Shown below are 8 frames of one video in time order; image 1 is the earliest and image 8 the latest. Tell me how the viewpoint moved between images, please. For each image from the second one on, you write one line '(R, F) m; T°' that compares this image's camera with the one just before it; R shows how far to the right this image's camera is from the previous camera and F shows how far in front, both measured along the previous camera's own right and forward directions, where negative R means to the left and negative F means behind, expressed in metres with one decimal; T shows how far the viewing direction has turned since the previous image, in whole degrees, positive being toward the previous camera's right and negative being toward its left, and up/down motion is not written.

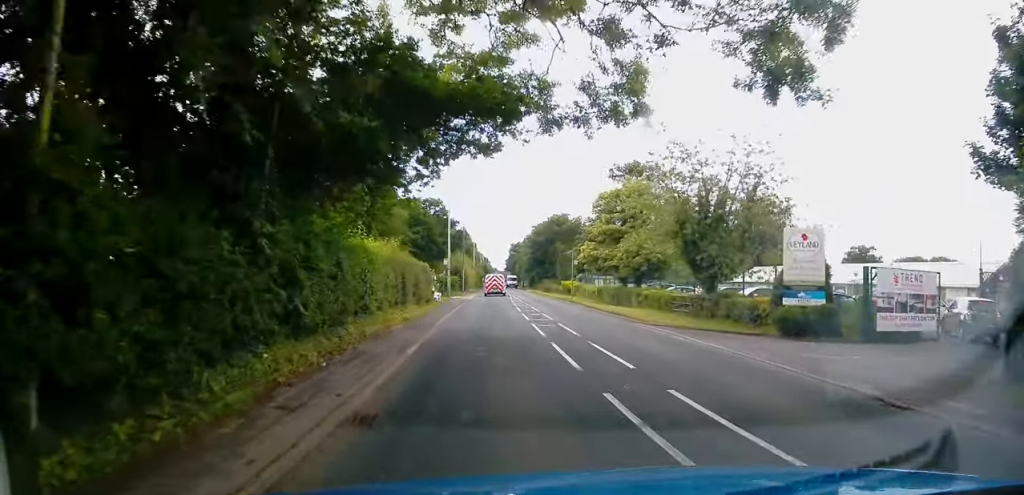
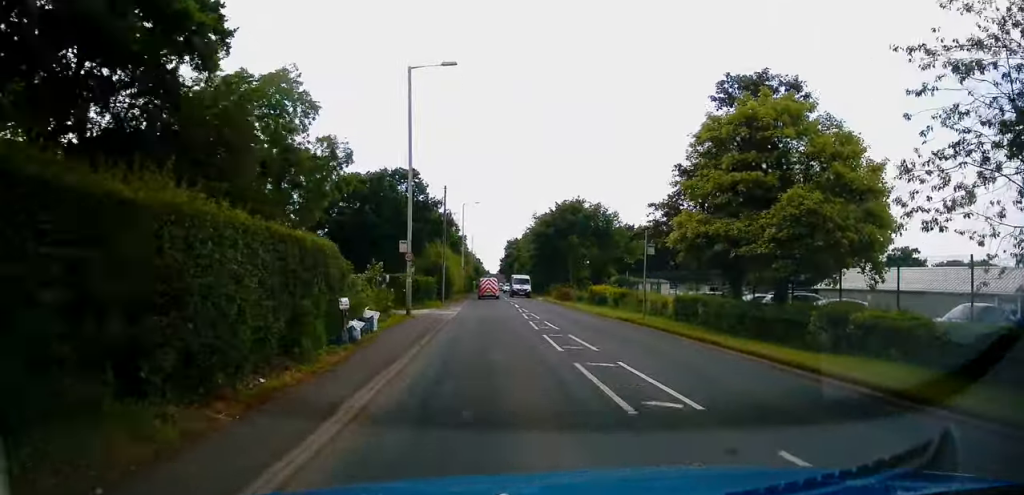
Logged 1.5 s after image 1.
(0.0, +20.9) m; 0°
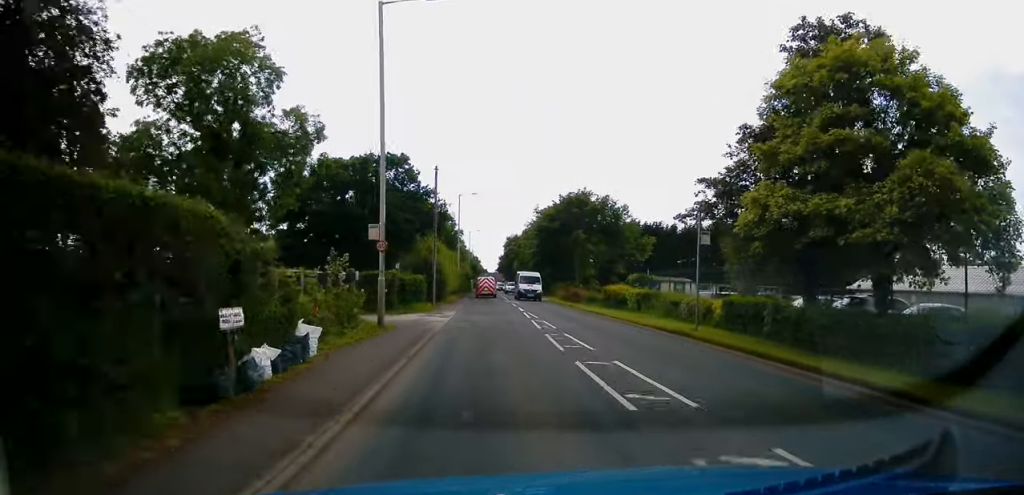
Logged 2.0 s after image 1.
(0.0, +6.0) m; 0°
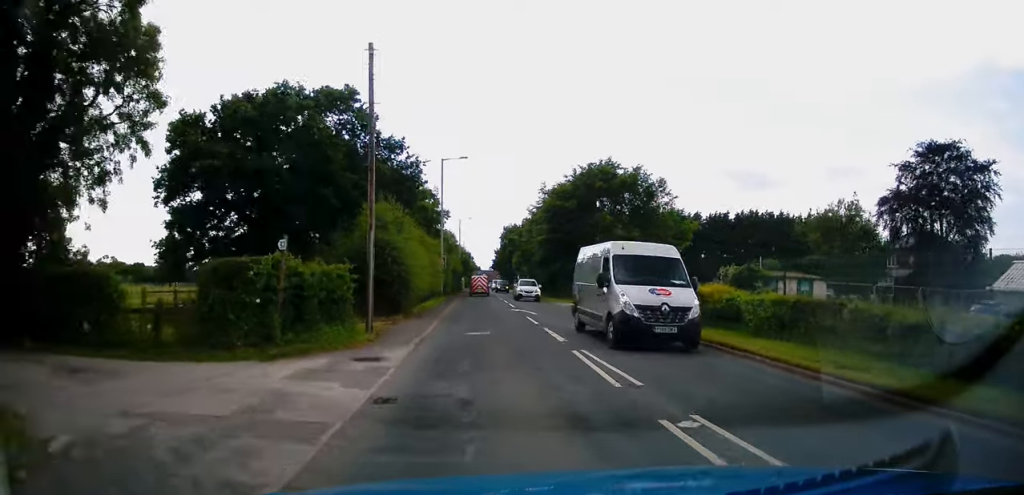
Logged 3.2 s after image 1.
(0.0, +16.8) m; +1°
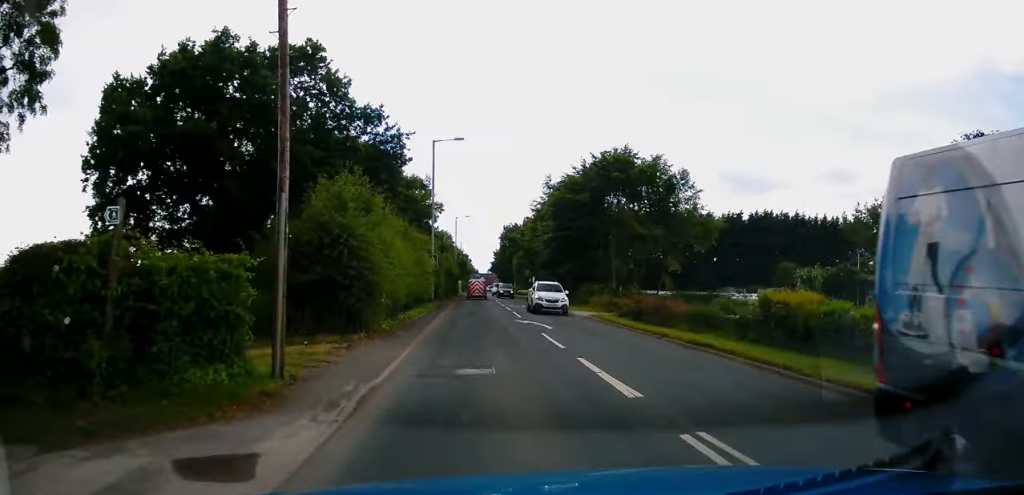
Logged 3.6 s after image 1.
(-0.1, +6.6) m; +1°
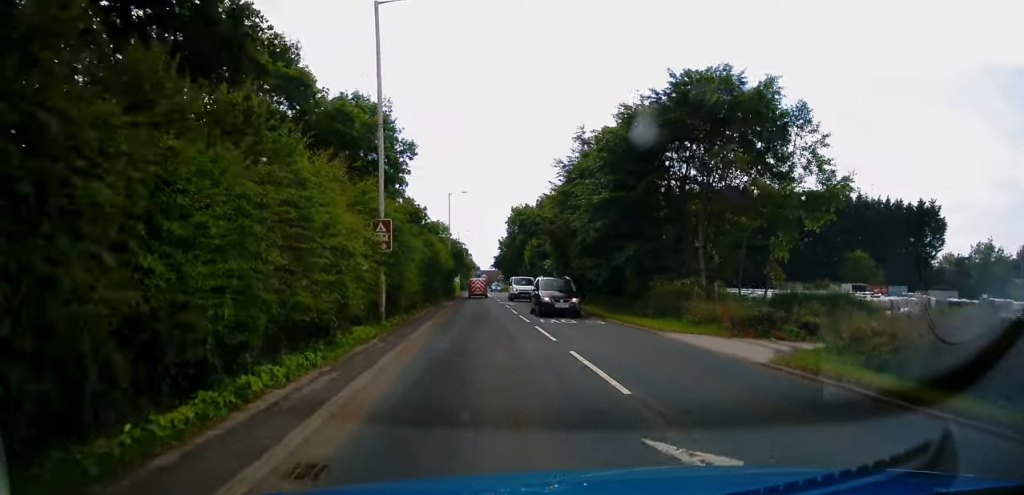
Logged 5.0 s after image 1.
(+0.4, +18.6) m; 0°
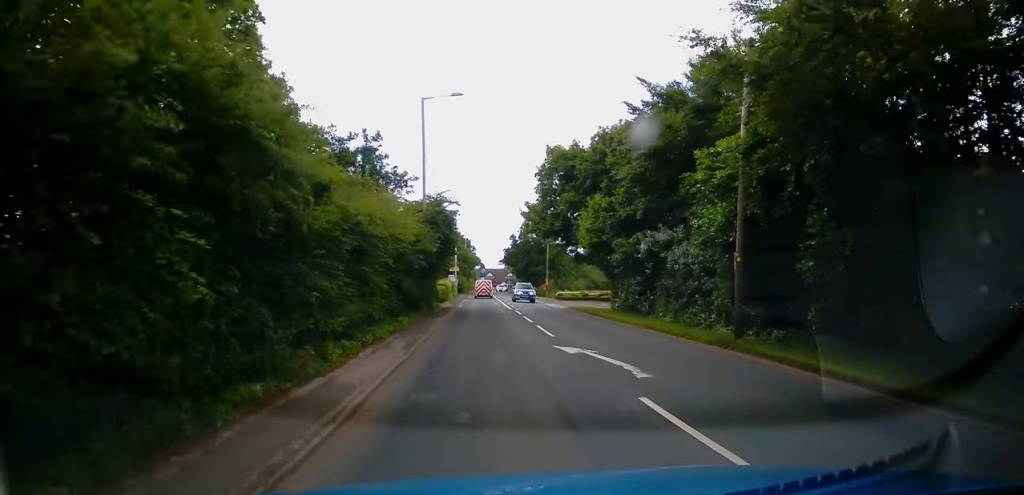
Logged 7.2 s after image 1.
(+0.1, +30.6) m; 0°
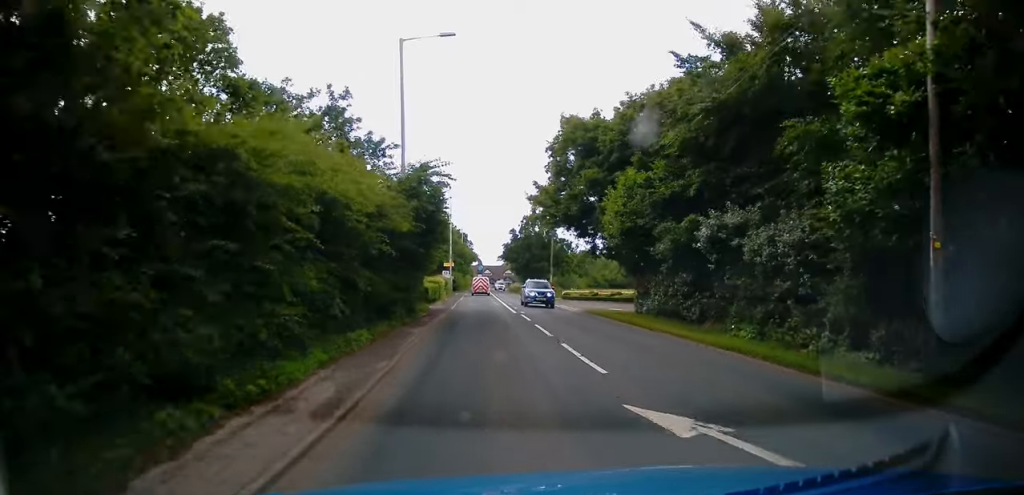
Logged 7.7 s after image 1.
(-0.2, +6.8) m; -1°
